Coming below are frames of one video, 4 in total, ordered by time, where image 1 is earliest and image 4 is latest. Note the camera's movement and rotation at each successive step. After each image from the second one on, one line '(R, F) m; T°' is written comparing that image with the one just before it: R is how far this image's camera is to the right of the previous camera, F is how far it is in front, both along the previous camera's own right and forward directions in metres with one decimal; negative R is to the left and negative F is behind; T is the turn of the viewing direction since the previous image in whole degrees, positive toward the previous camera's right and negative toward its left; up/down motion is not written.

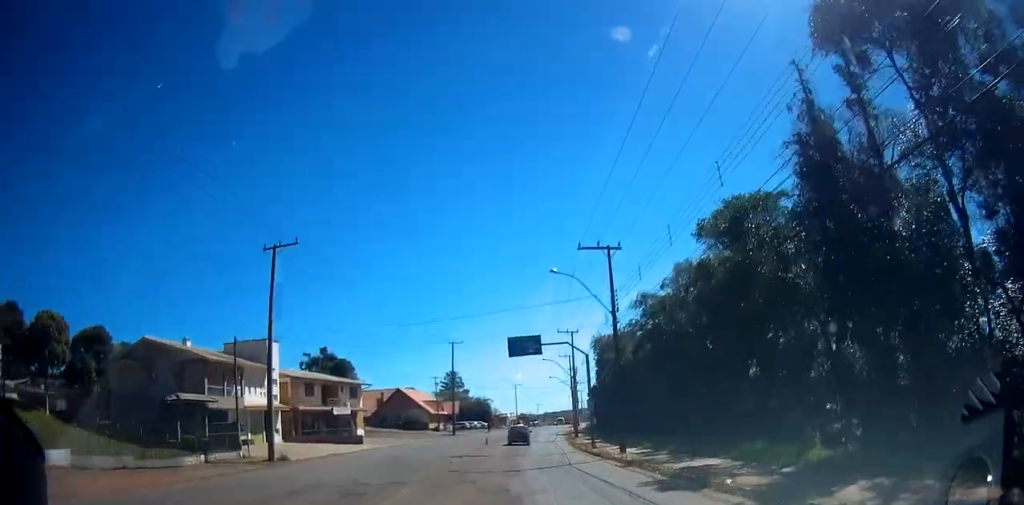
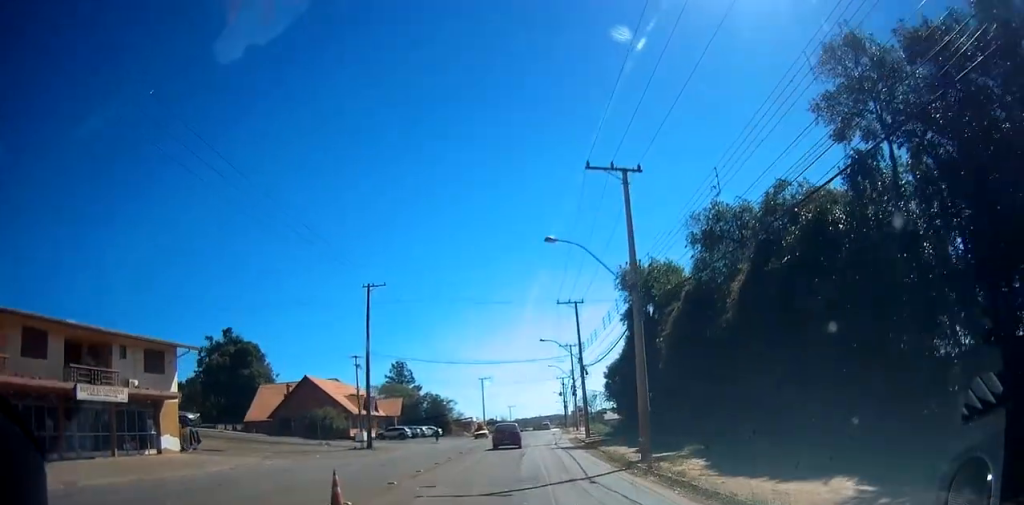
(+0.6, +40.9) m; +2°
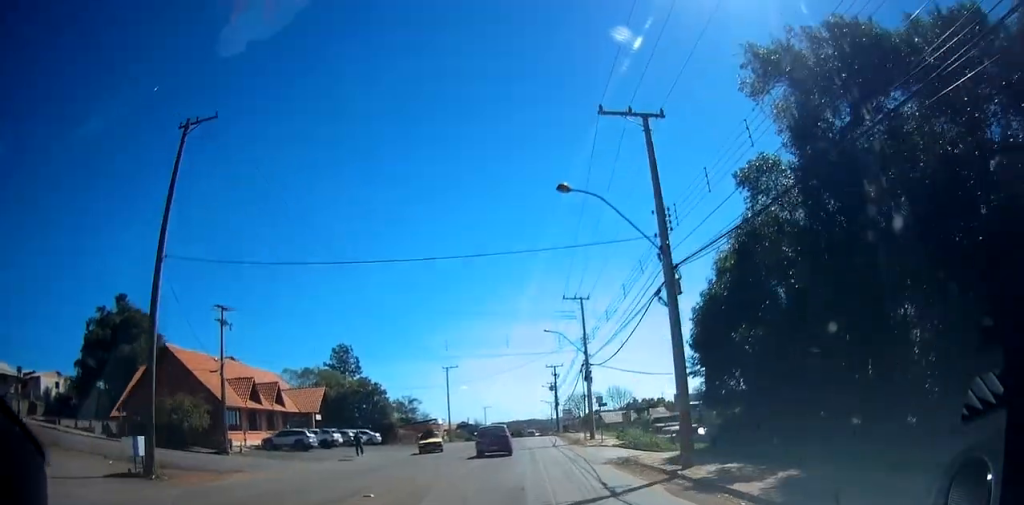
(+0.5, +30.9) m; +2°
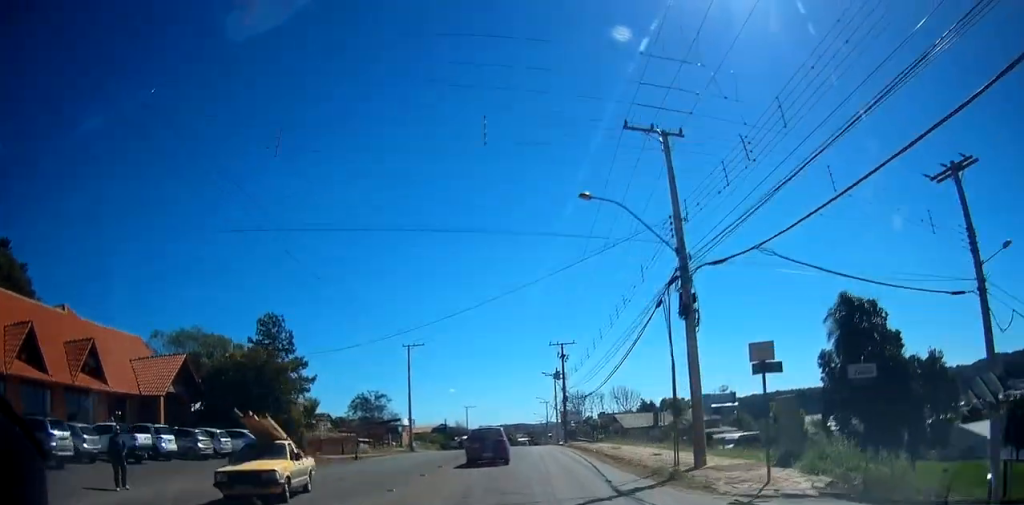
(+0.7, +27.4) m; +4°
